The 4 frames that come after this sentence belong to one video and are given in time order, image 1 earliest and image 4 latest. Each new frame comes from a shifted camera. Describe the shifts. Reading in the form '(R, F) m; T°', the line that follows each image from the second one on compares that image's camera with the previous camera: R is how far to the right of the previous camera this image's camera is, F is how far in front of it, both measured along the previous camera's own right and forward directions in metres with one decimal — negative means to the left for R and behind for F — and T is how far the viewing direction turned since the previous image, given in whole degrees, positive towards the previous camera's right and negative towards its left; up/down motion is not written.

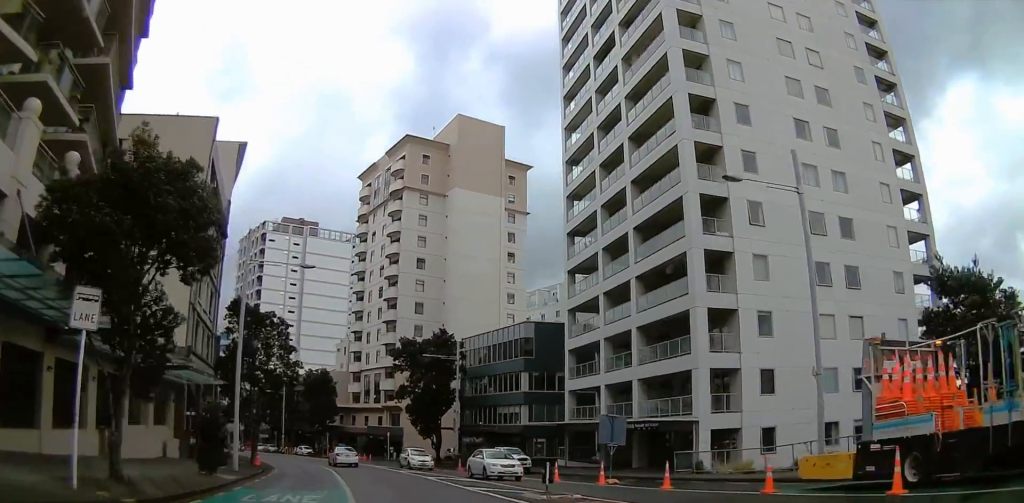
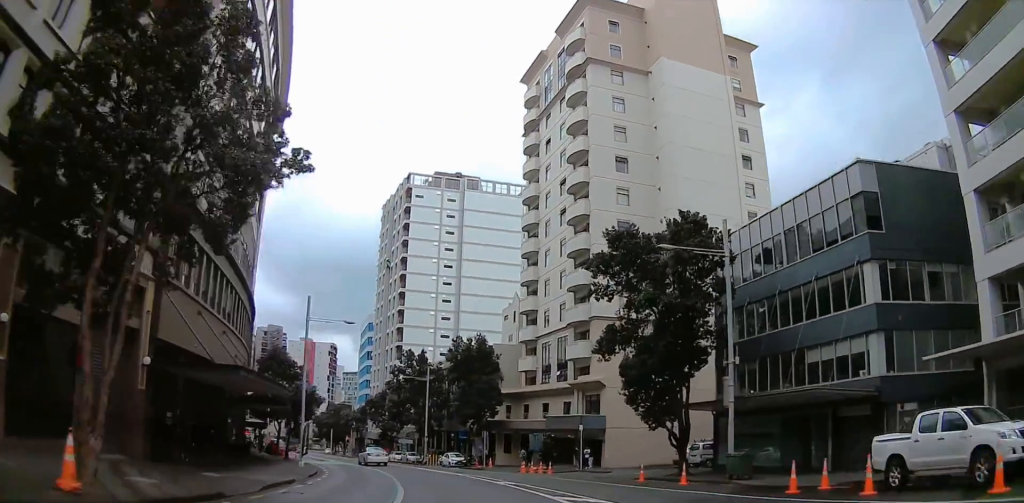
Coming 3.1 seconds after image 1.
(-3.1, +32.8) m; -17°
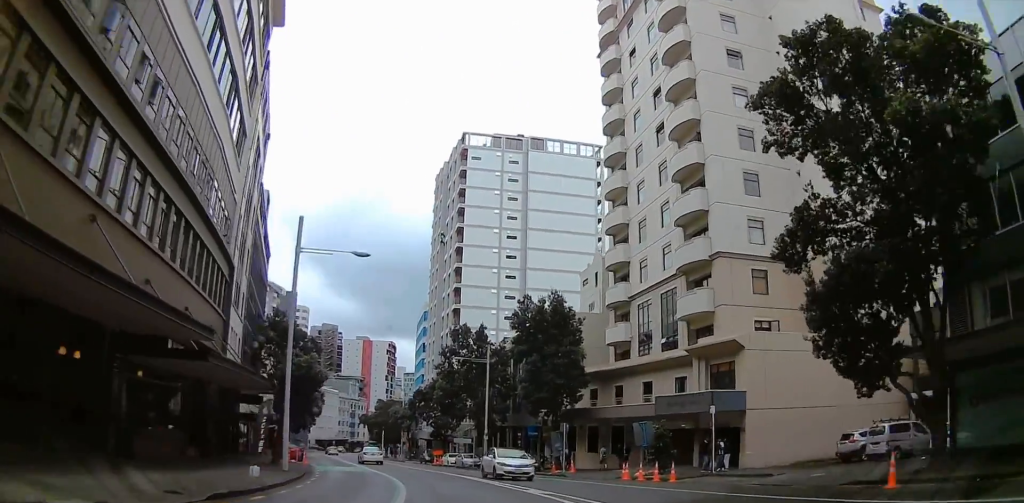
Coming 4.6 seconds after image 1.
(-0.9, +16.0) m; -8°
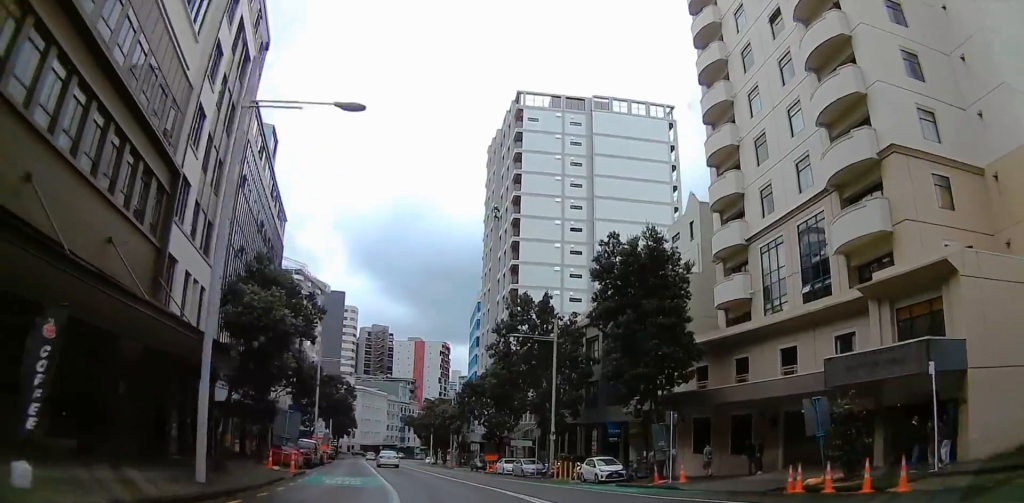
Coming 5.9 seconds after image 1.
(-0.8, +13.7) m; -4°
